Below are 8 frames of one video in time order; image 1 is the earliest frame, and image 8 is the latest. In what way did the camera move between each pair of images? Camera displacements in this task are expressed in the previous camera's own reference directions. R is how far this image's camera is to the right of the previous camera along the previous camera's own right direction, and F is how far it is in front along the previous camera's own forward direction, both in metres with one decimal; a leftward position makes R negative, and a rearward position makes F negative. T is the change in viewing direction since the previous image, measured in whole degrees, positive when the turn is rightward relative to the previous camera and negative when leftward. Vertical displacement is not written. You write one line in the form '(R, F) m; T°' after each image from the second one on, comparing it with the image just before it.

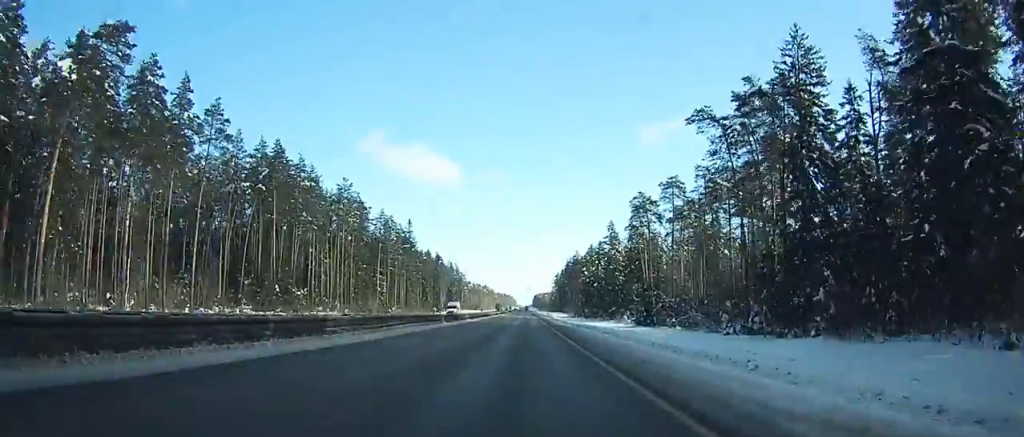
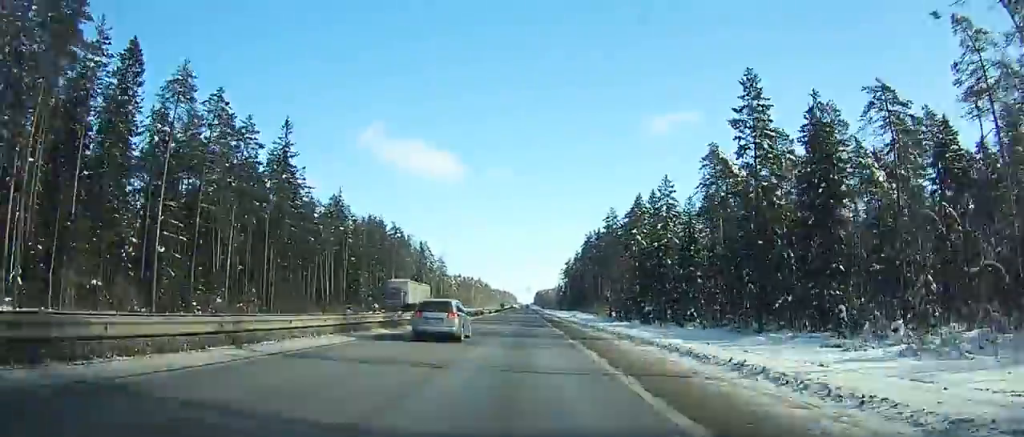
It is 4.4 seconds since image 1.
(+0.2, +97.4) m; 0°
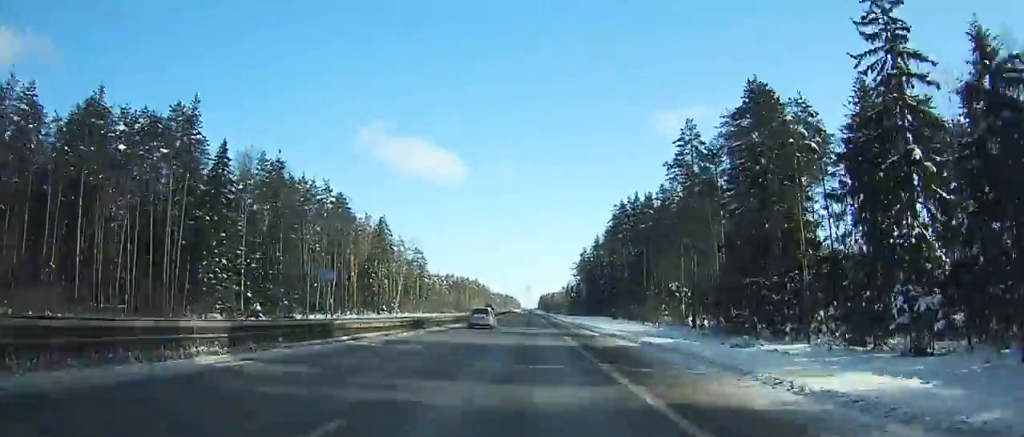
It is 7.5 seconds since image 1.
(-0.3, +70.4) m; 0°
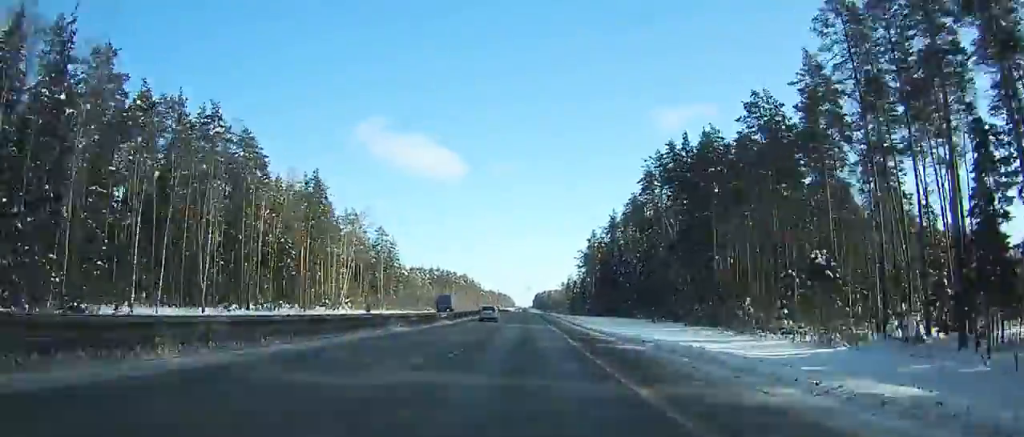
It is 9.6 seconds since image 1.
(0.0, +48.6) m; 0°
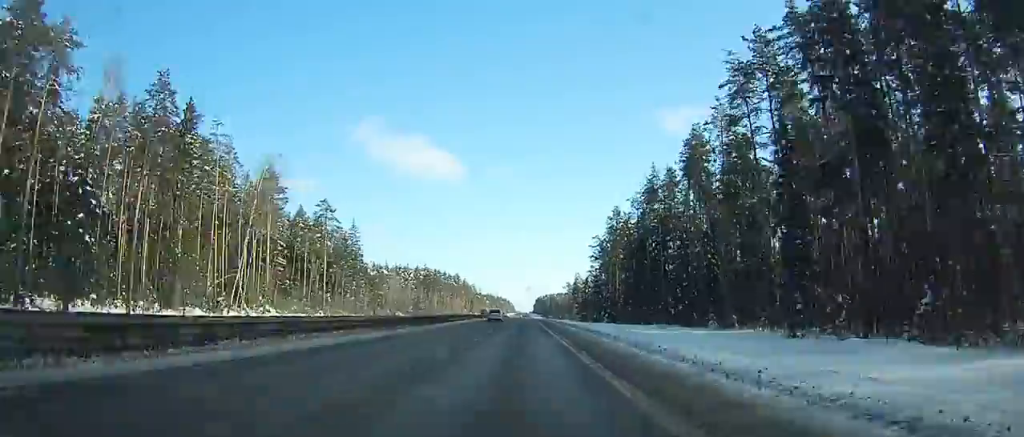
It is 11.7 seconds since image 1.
(+0.1, +49.2) m; 0°
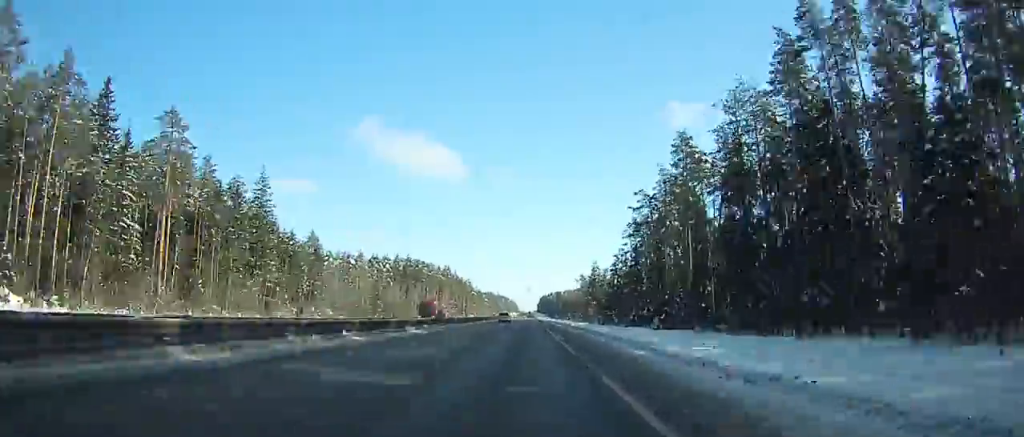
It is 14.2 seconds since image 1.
(+0.1, +59.0) m; 0°
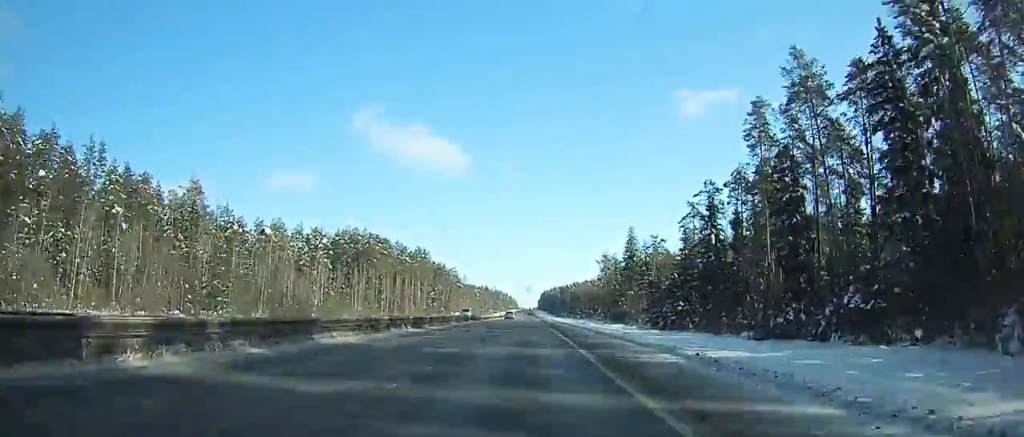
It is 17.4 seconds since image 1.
(0.0, +76.4) m; 0°
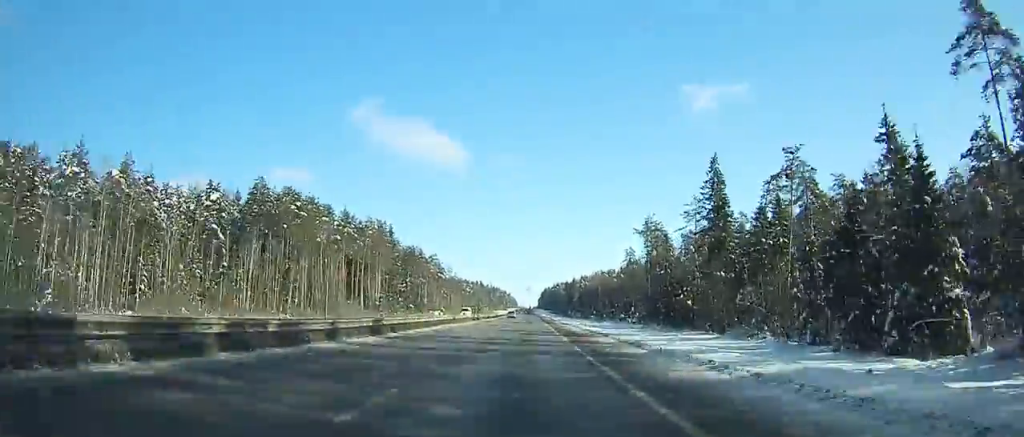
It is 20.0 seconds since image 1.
(-0.1, +62.6) m; 0°
